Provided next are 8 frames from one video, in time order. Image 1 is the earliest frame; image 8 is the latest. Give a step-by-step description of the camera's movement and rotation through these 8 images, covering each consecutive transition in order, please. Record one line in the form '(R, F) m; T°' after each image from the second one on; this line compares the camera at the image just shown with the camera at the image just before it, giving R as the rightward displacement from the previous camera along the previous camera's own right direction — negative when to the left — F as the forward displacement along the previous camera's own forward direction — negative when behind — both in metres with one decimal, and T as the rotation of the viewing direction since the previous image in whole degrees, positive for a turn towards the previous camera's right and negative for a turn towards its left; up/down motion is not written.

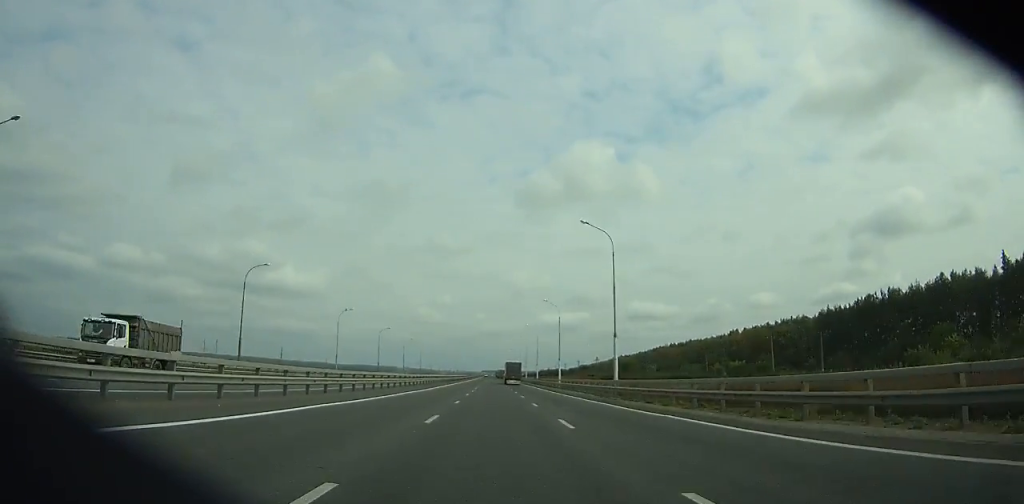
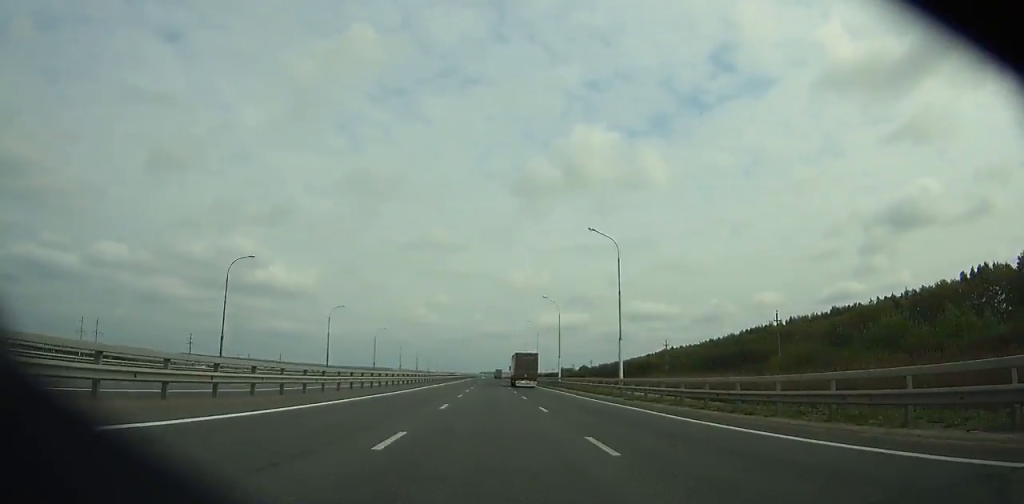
(0.0, +162.0) m; 0°
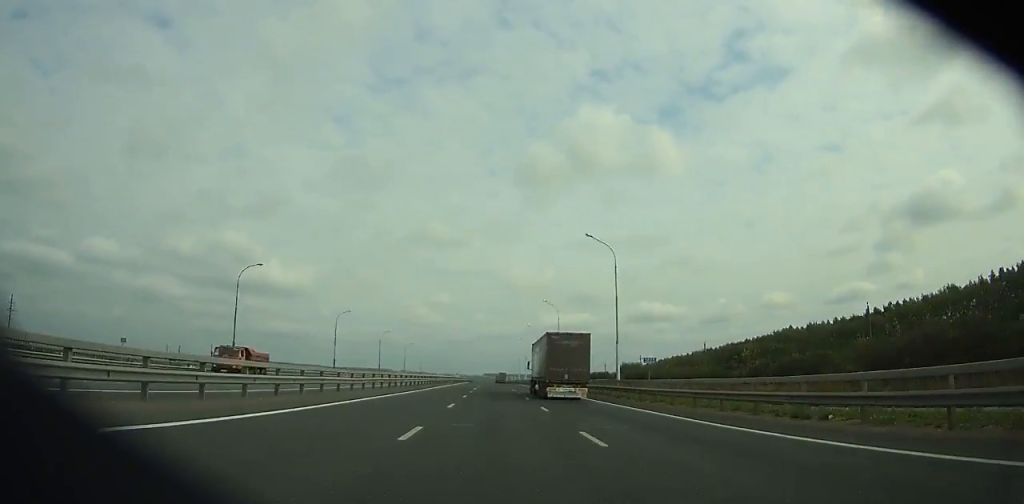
(-0.5, +157.7) m; 0°
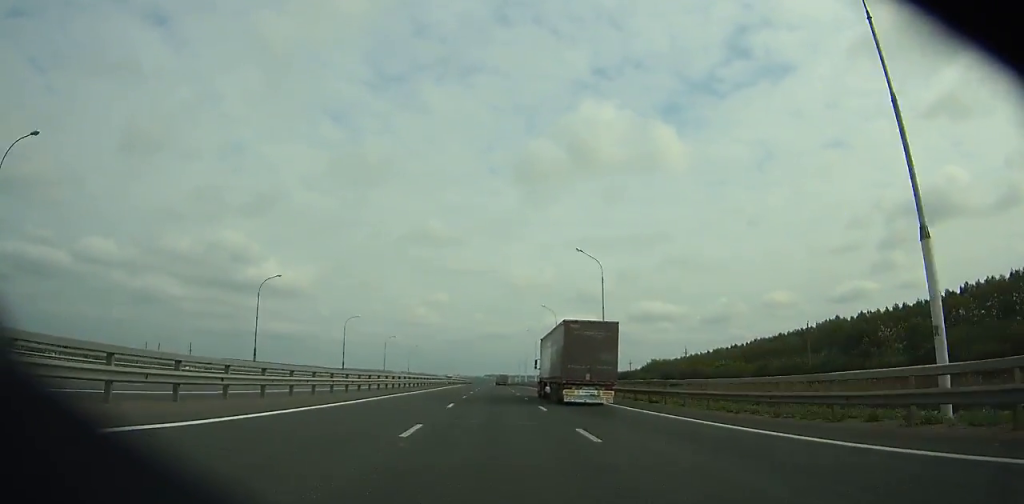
(+0.2, +33.8) m; 0°
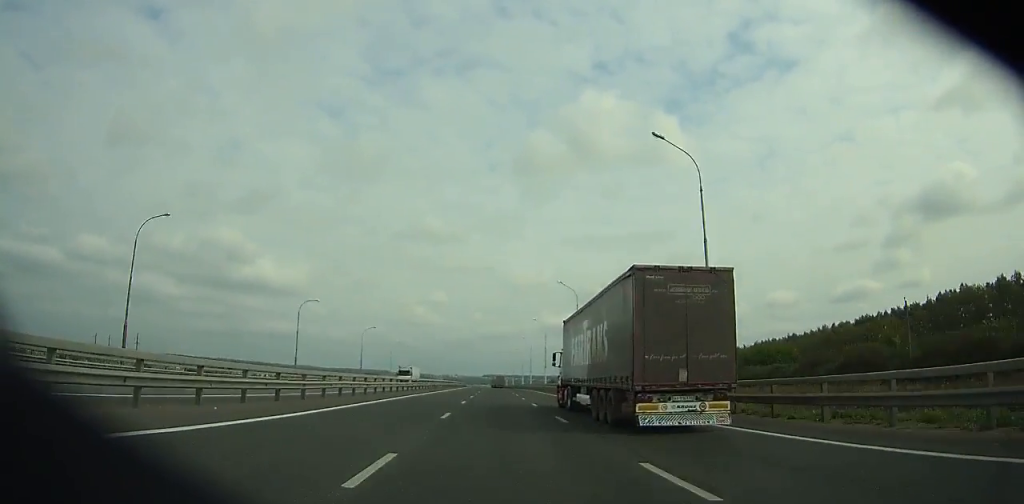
(-0.3, +64.9) m; 0°
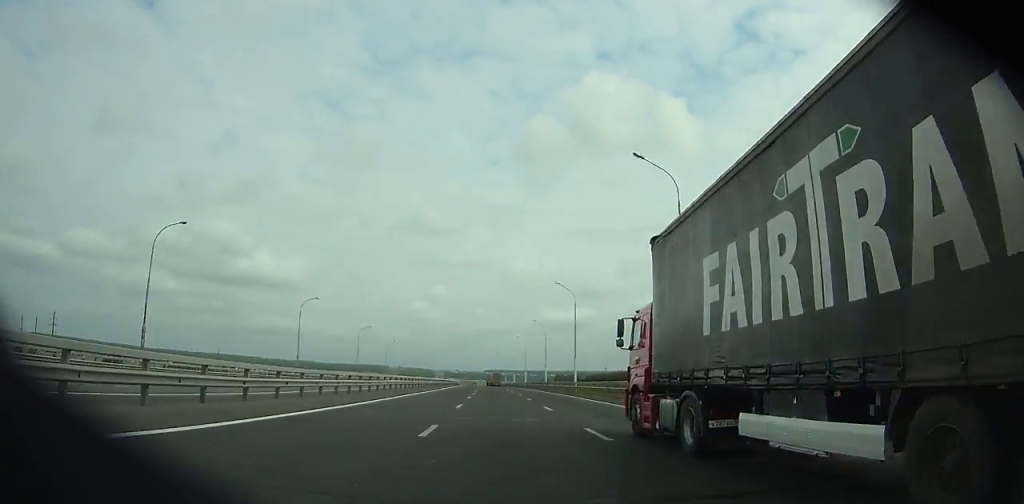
(+0.1, +77.8) m; 0°
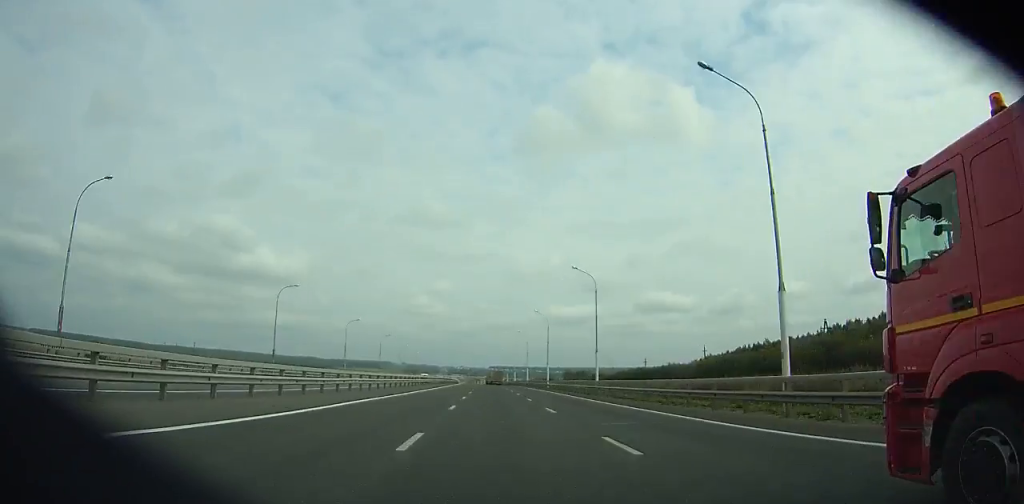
(+0.1, +49.2) m; 0°
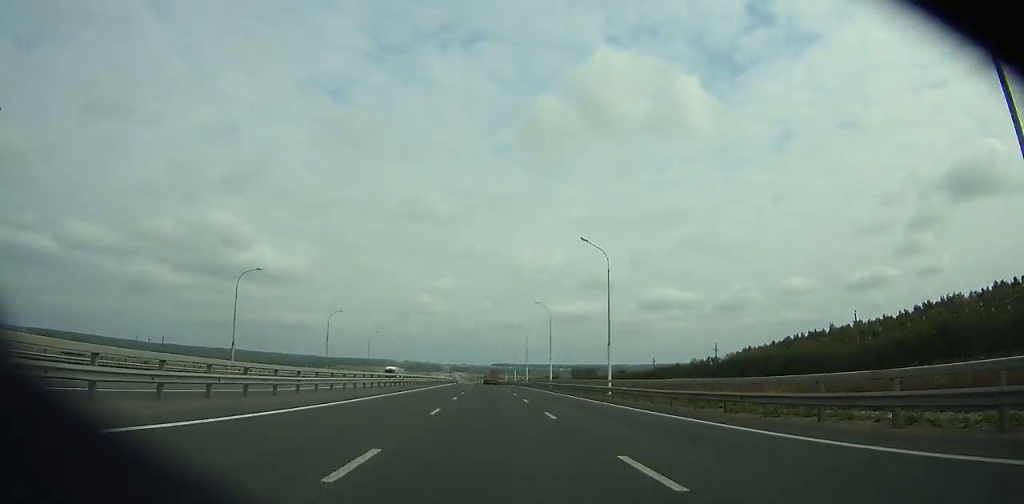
(+0.1, +49.2) m; 0°
